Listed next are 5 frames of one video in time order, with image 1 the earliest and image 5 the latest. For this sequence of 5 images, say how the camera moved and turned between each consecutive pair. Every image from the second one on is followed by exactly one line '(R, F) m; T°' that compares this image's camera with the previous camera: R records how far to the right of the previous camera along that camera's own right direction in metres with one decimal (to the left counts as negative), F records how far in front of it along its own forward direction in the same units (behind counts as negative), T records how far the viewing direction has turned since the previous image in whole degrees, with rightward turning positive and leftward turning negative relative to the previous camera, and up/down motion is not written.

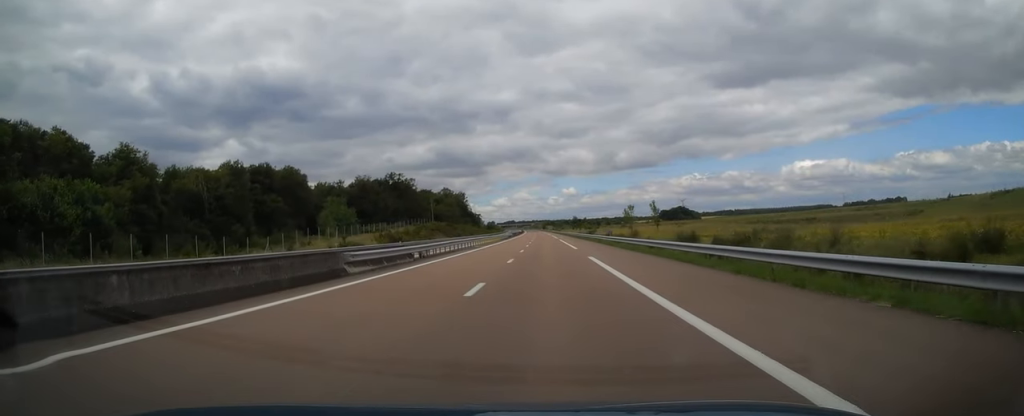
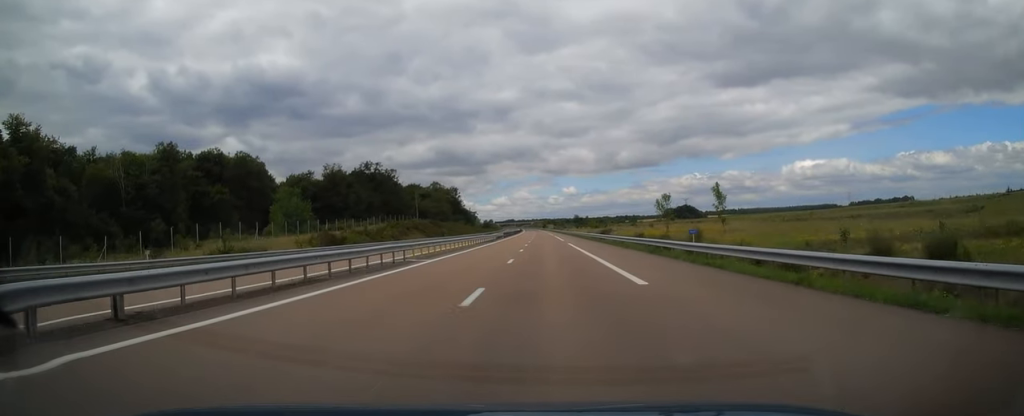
(0.0, +27.8) m; 0°
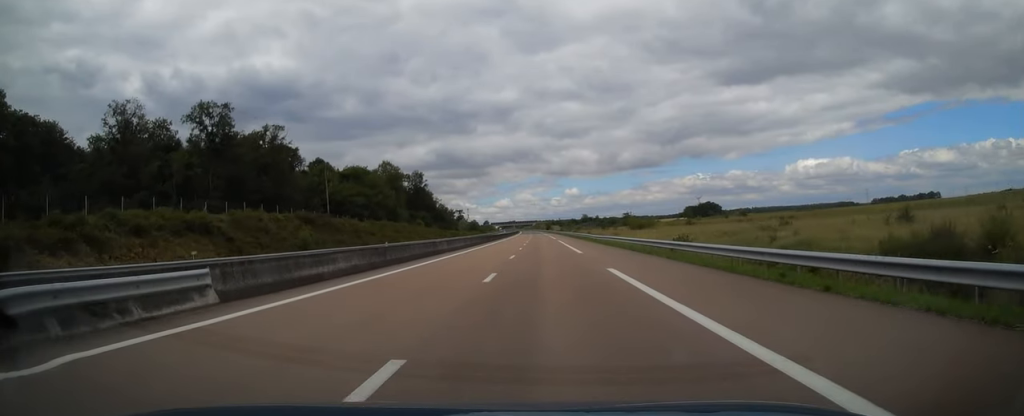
(+0.1, +85.2) m; 0°
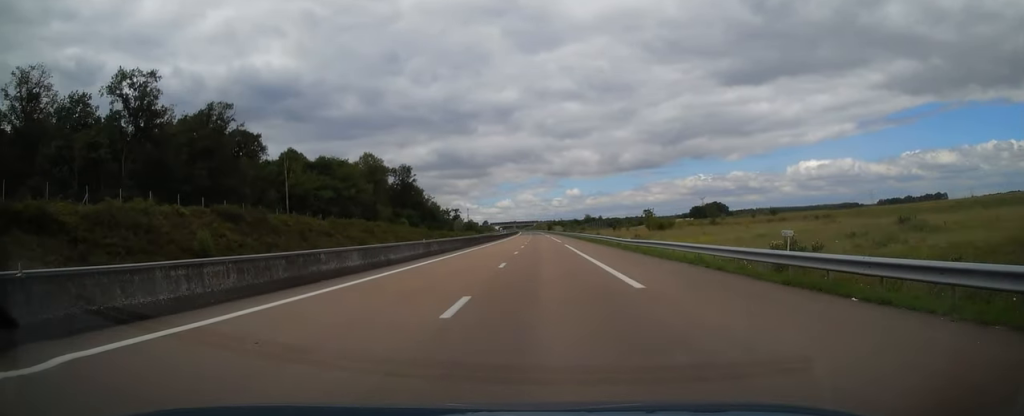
(+0.1, +19.4) m; -1°
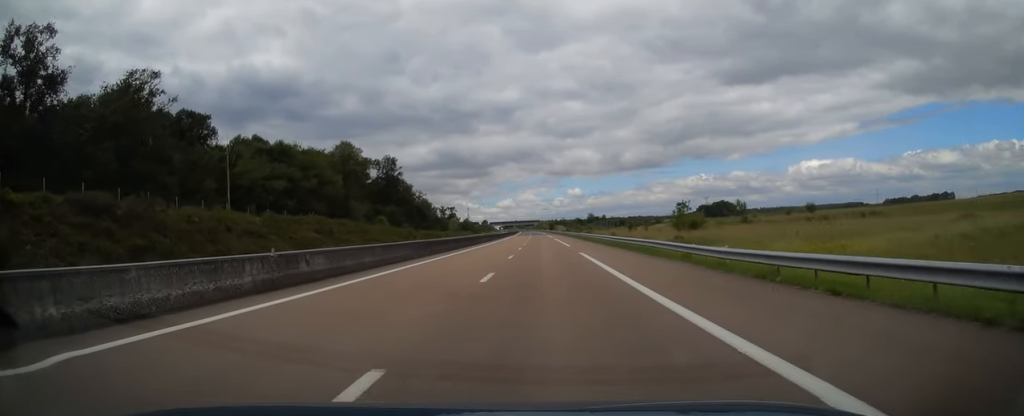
(-0.2, +19.4) m; 0°
